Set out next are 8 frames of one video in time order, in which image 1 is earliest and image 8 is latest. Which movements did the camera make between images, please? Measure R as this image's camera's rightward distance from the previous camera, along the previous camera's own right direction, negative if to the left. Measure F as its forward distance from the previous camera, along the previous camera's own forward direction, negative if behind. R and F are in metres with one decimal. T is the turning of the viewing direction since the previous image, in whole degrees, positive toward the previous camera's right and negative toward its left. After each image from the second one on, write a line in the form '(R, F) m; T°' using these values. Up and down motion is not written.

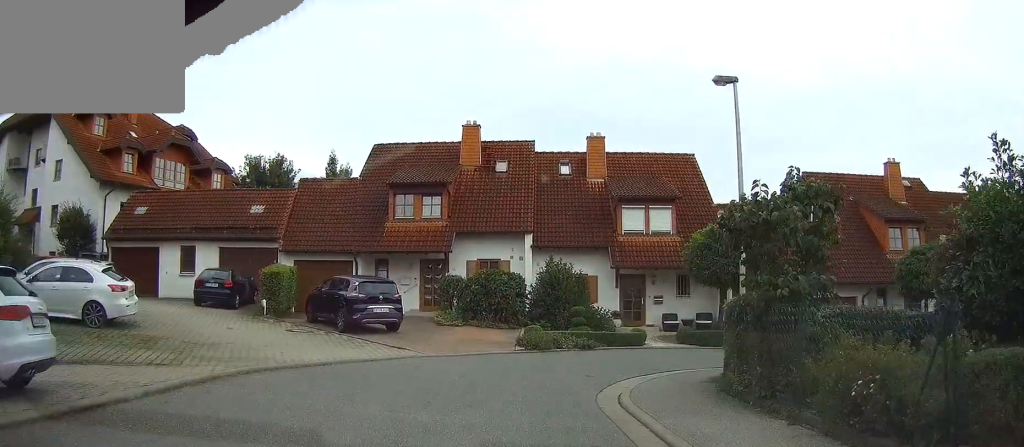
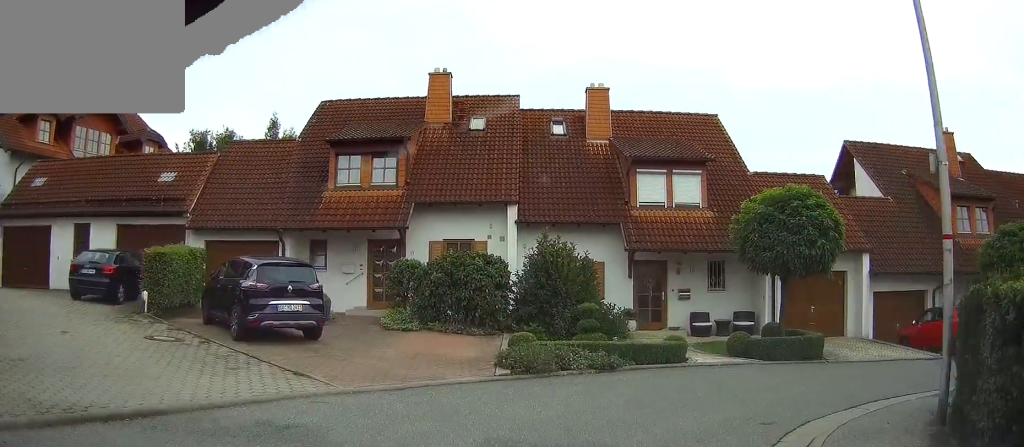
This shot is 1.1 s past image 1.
(0.0, +7.9) m; +13°
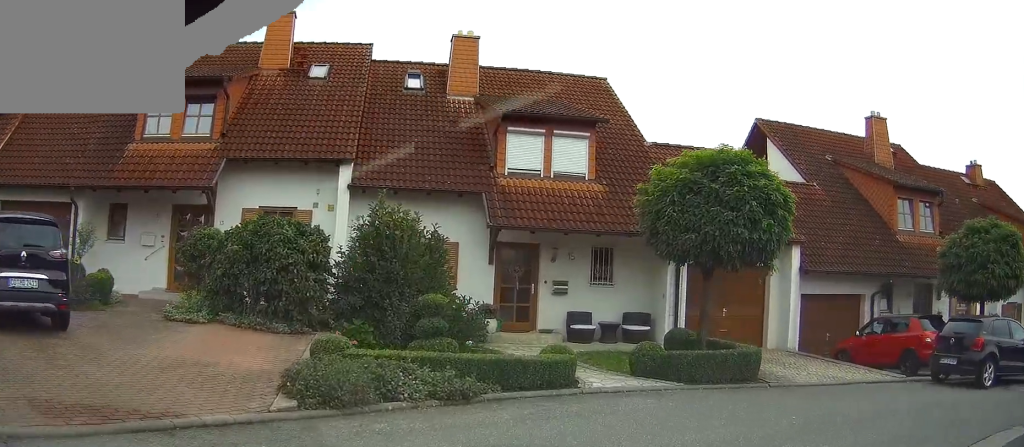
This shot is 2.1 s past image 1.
(+1.5, +5.8) m; +18°
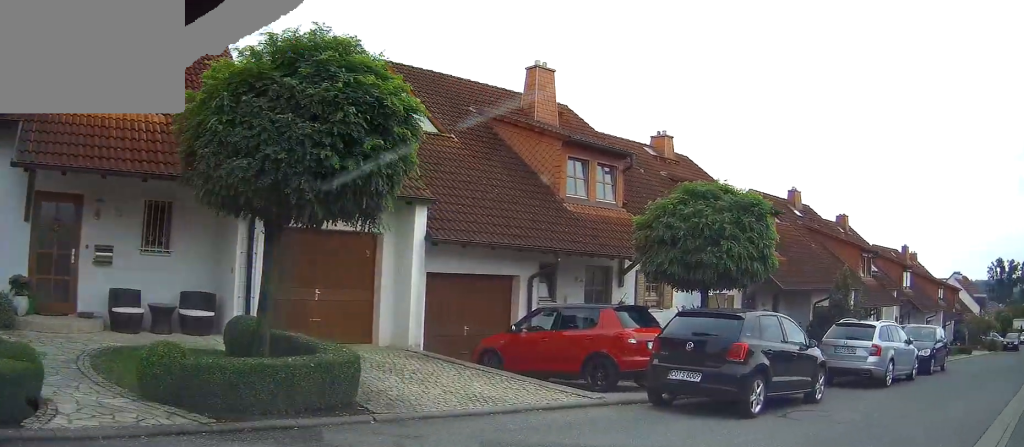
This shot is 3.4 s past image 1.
(+1.0, +7.2) m; +18°
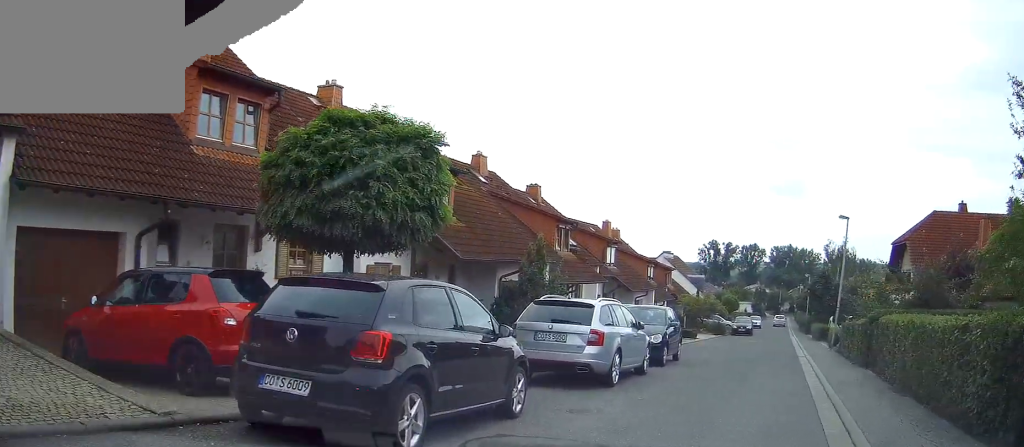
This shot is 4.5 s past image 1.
(+0.8, +5.3) m; +8°
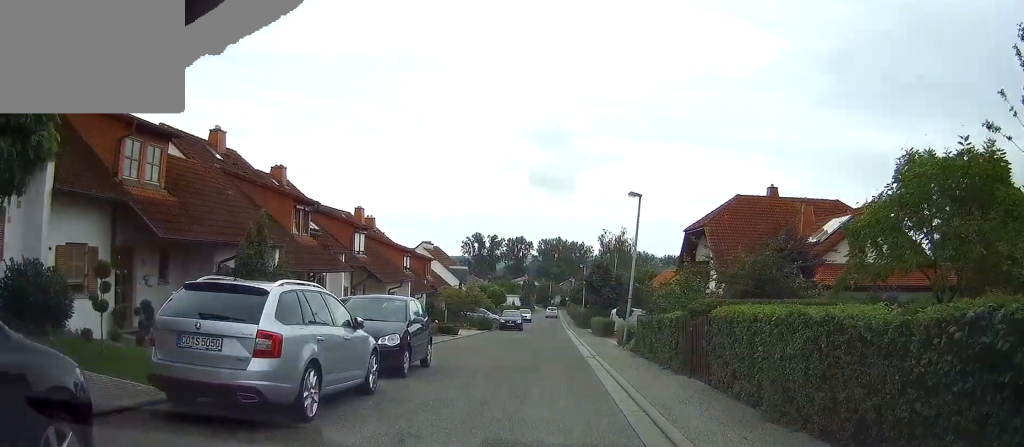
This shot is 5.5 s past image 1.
(0.0, +5.8) m; +7°
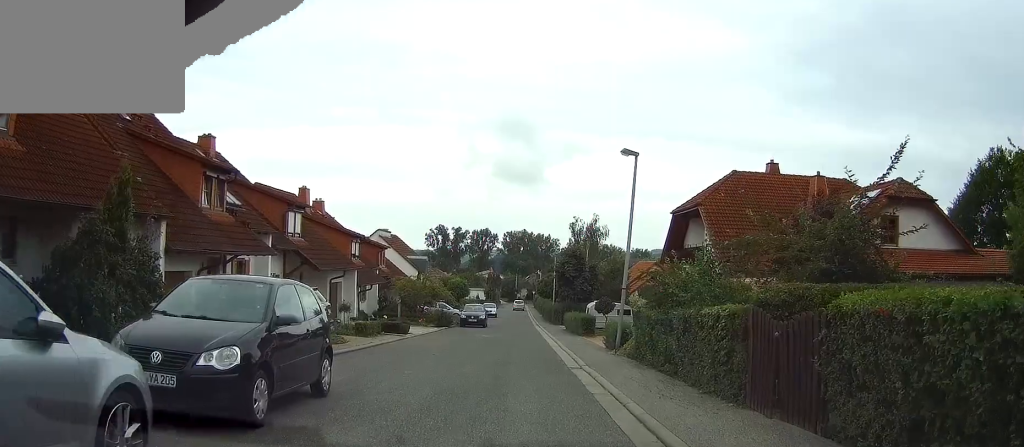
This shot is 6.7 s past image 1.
(+0.5, +7.2) m; +1°
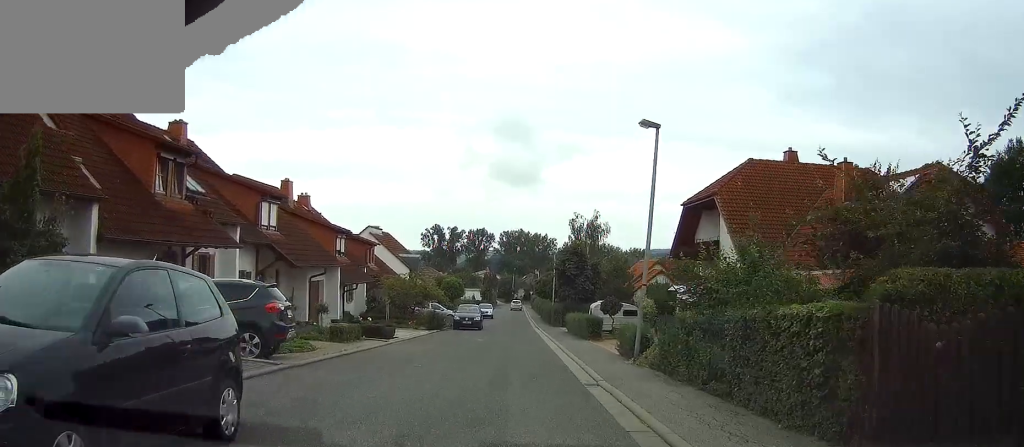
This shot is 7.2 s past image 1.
(-0.3, +3.6) m; -2°
